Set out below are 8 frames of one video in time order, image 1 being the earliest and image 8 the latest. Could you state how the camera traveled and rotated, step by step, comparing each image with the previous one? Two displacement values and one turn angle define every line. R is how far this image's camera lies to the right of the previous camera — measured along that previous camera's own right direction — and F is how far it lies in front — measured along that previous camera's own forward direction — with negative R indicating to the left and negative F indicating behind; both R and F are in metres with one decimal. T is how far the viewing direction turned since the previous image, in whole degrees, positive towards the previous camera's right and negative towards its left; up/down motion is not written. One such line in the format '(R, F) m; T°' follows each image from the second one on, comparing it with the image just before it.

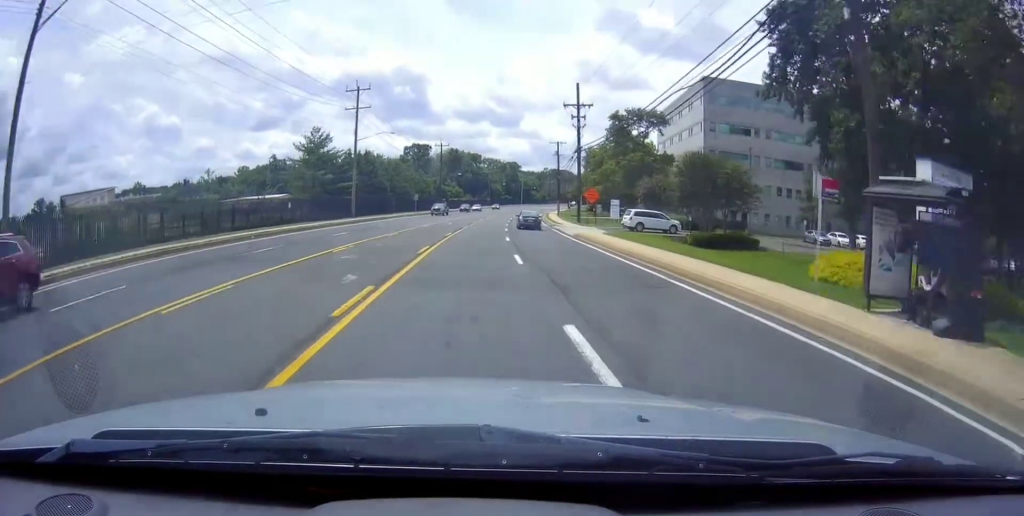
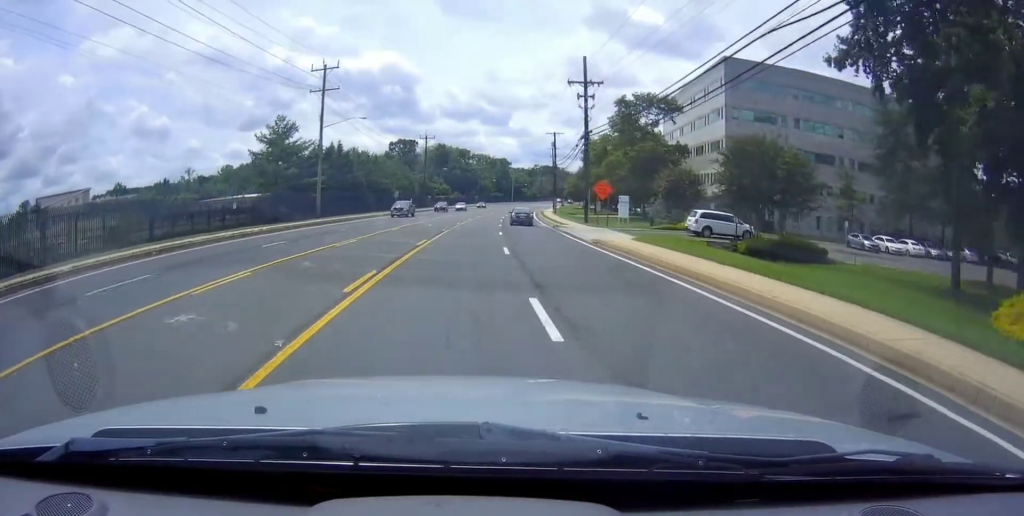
(0.0, +10.4) m; +1°
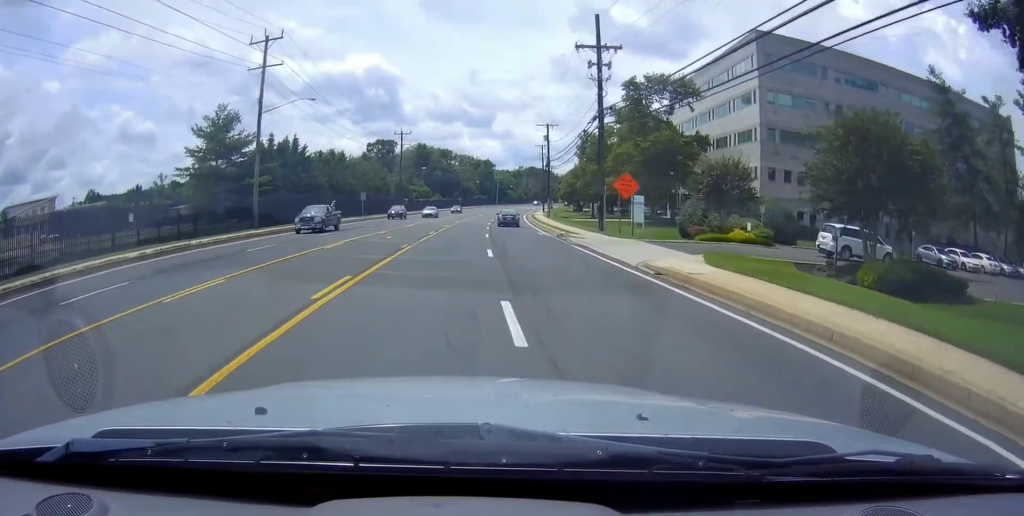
(+0.3, +12.6) m; +1°
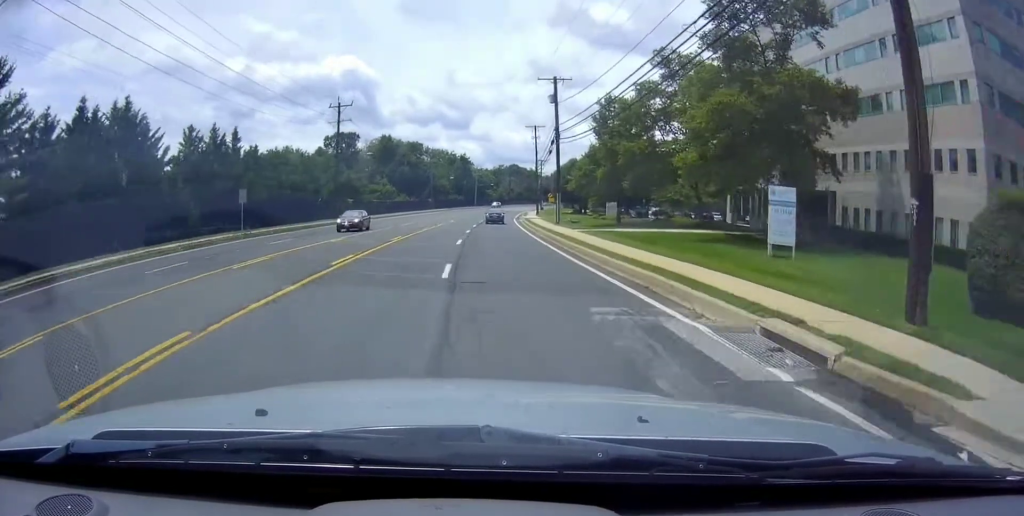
(+0.6, +30.7) m; +2°
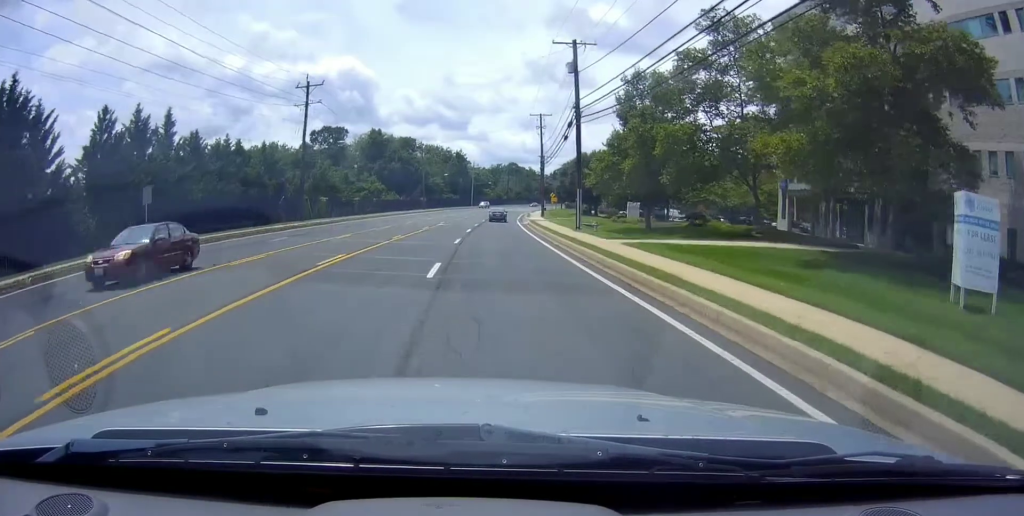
(+0.3, +12.1) m; -1°
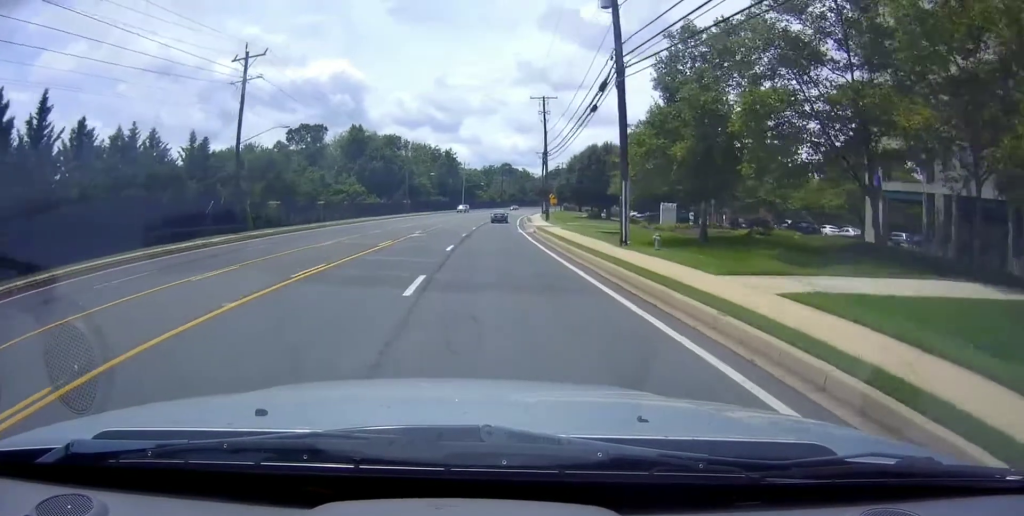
(-0.4, +14.2) m; 0°
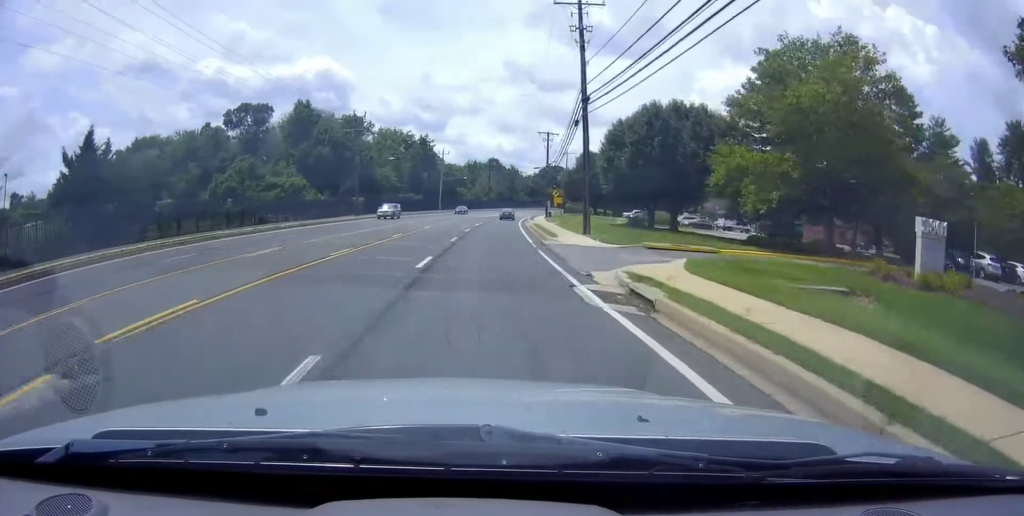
(+0.8, +32.2) m; +2°
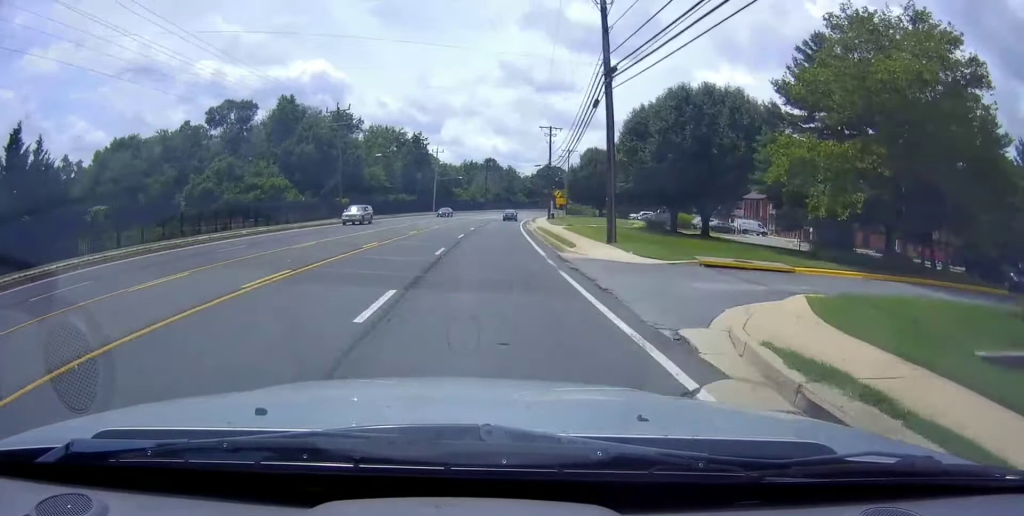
(0.0, +7.2) m; 0°
